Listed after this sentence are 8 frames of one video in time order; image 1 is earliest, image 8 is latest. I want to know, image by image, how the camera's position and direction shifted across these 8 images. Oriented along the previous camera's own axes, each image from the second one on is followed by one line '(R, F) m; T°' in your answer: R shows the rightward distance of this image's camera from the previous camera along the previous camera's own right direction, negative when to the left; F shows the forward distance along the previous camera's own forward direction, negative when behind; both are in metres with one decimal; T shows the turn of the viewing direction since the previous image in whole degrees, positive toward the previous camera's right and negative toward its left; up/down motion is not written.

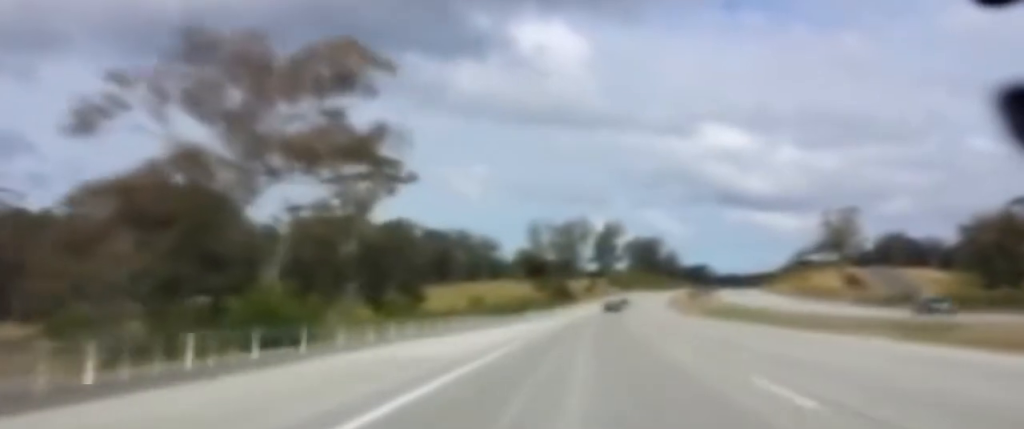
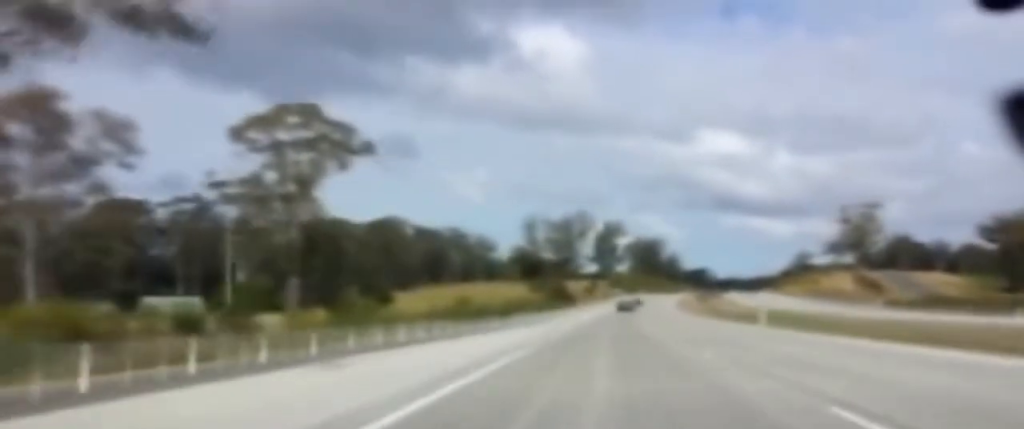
(+0.1, +27.6) m; +1°
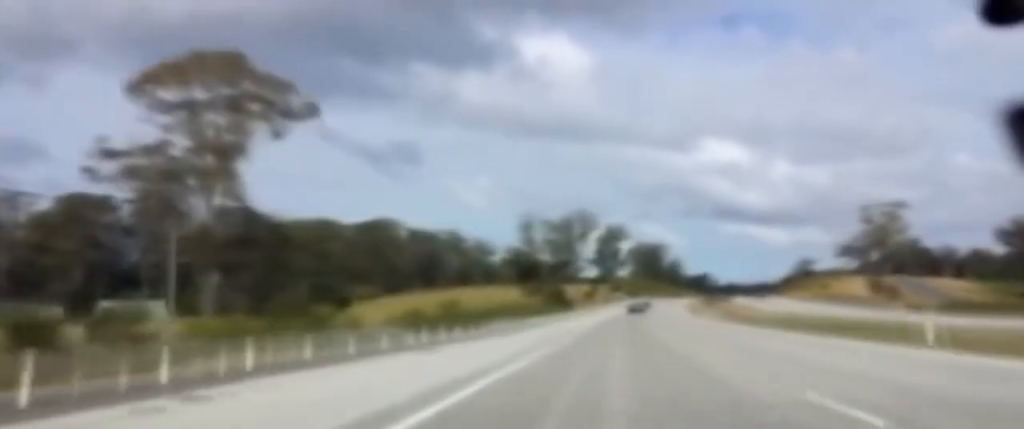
(+0.2, +22.4) m; +1°
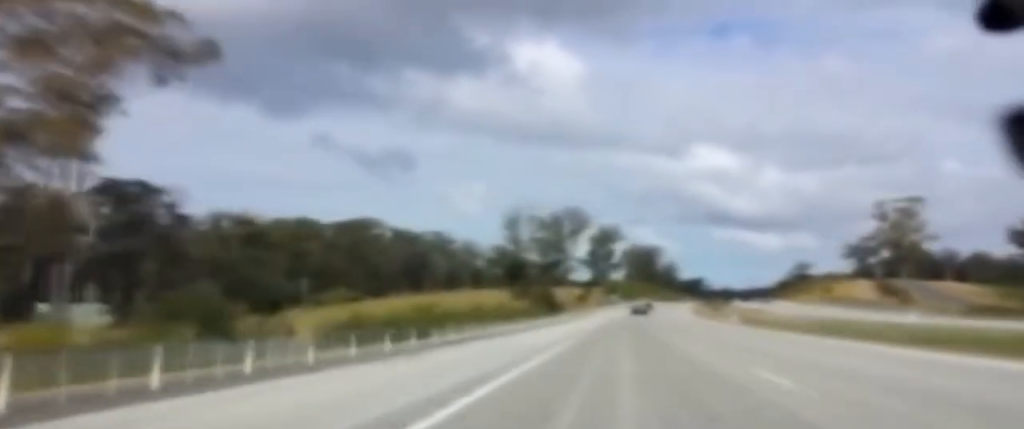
(+0.3, +20.4) m; 0°
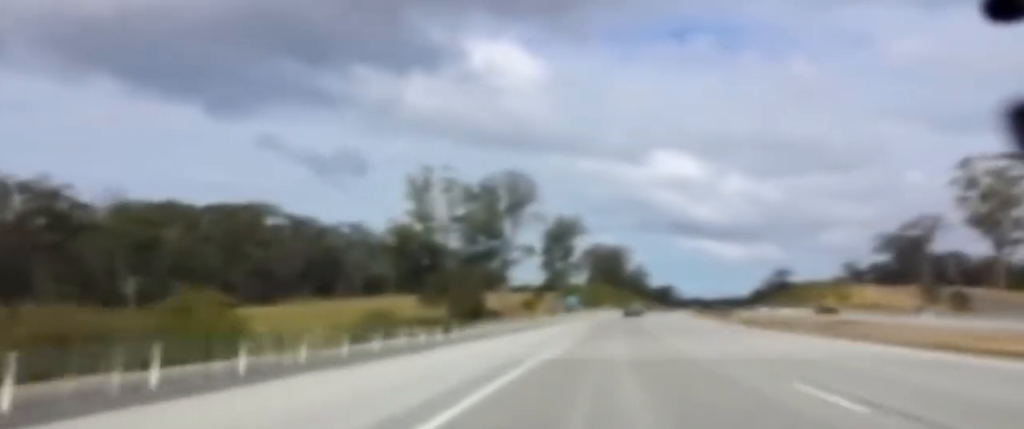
(+0.9, +63.6) m; +2°
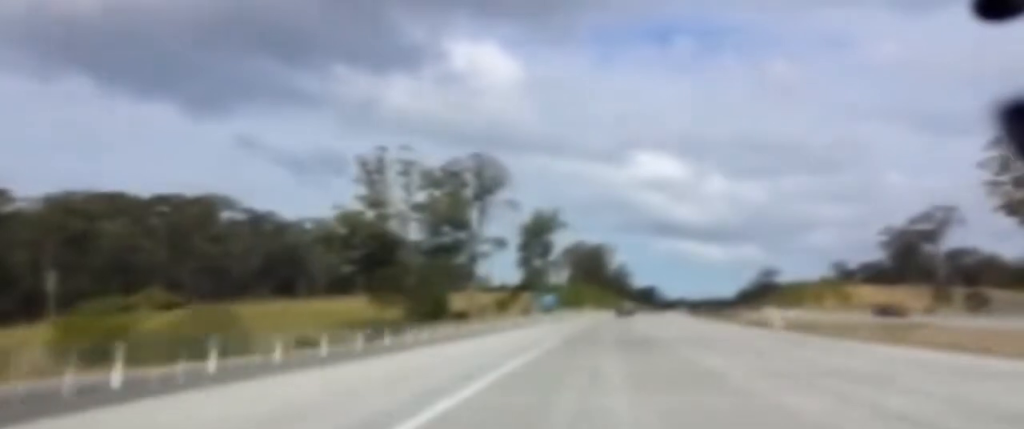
(0.0, +18.1) m; 0°
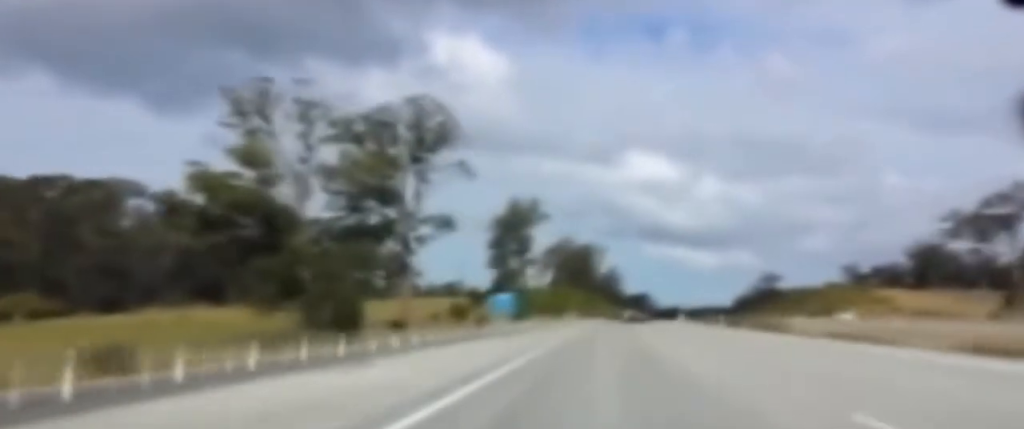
(+0.3, +35.3) m; +1°
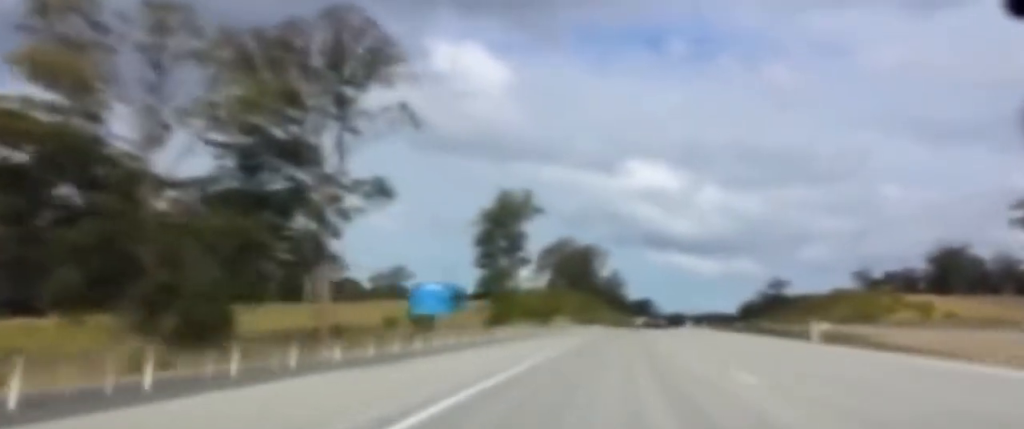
(0.0, +30.3) m; 0°
